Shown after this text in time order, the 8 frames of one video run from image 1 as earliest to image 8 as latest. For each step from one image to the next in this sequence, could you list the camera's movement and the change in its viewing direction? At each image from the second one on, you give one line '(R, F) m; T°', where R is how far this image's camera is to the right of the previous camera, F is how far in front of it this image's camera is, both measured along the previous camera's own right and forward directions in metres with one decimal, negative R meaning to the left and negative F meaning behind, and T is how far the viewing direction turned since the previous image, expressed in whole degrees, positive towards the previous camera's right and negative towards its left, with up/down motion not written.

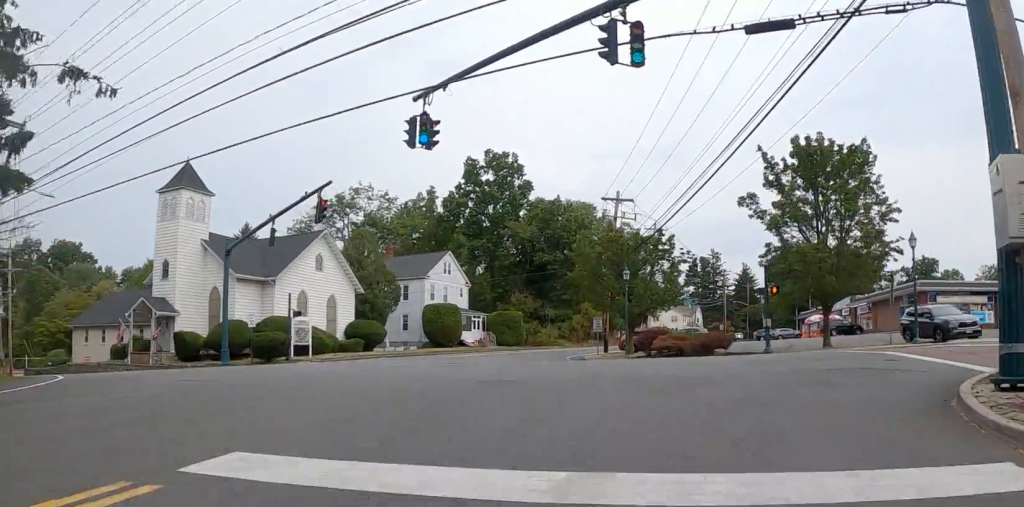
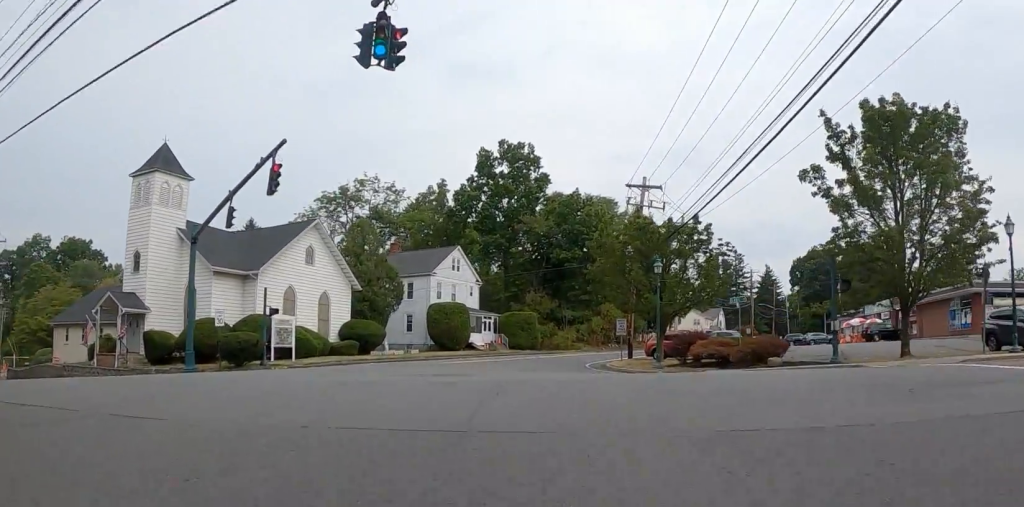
(-0.7, +5.0) m; +1°
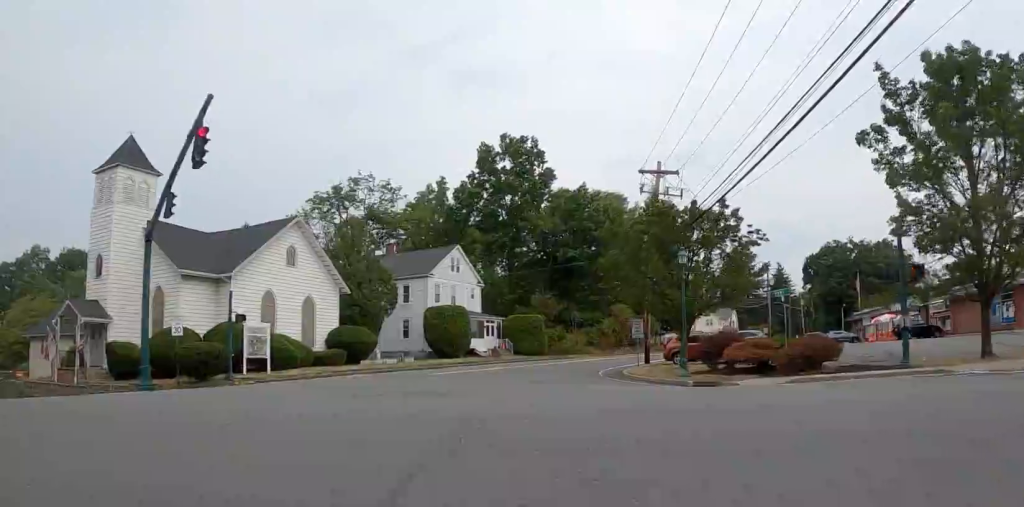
(+0.2, +4.1) m; 0°
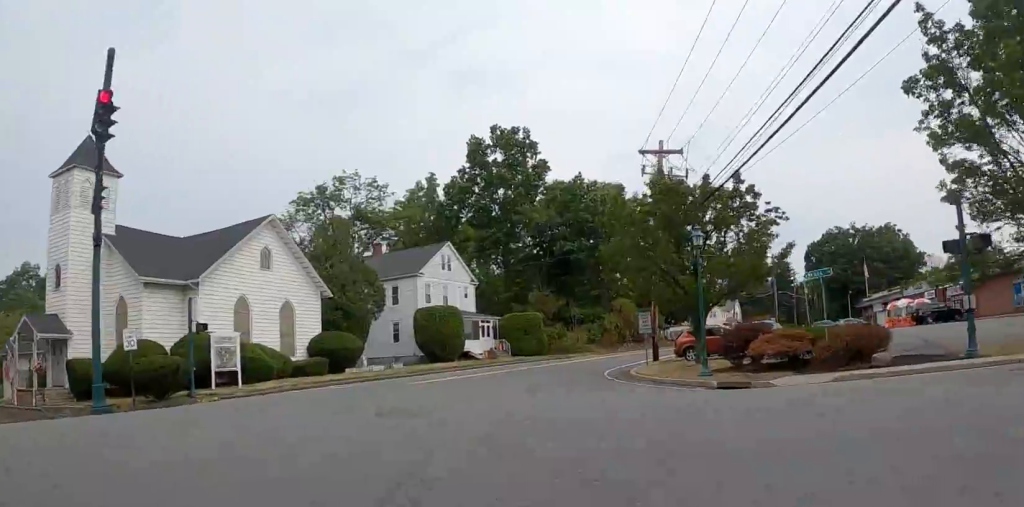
(+0.5, +3.1) m; 0°
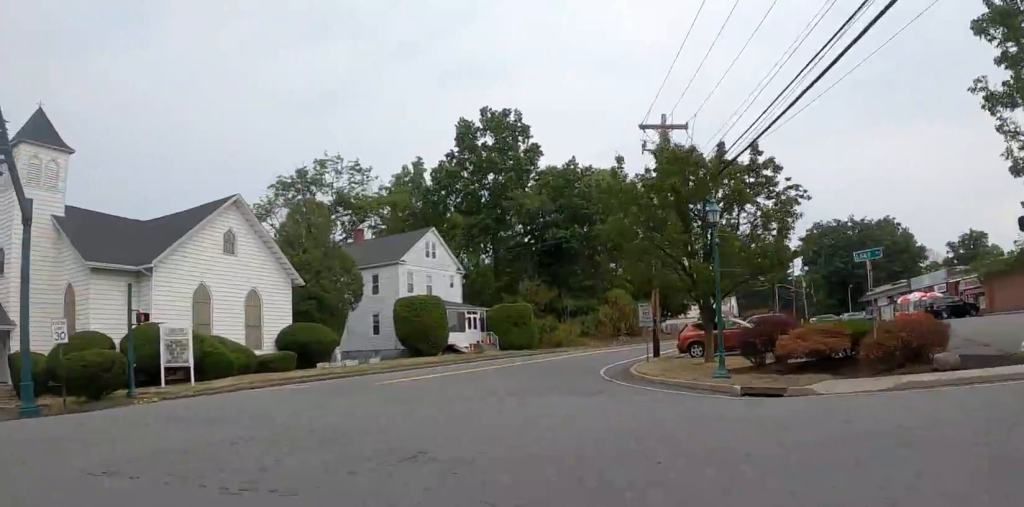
(0.0, +3.2) m; 0°
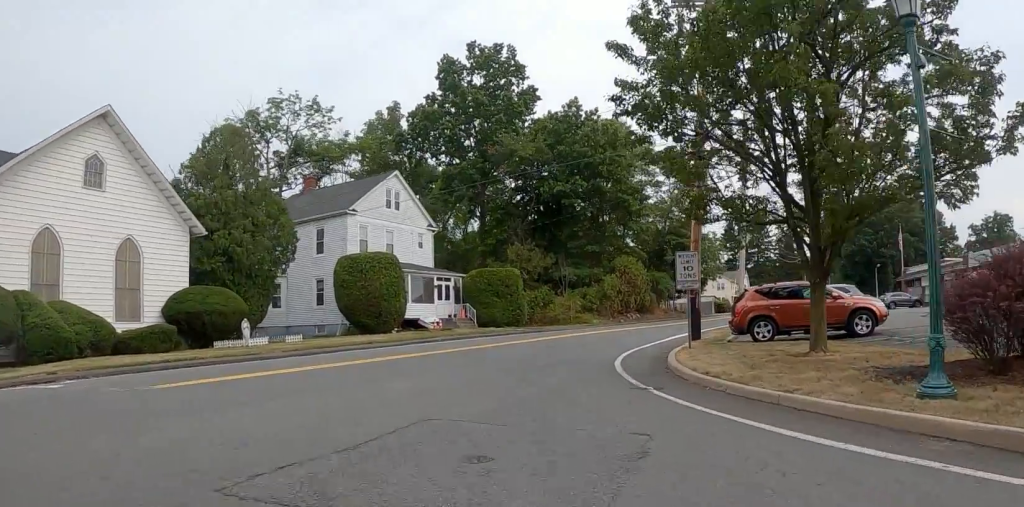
(-0.3, +9.8) m; +5°
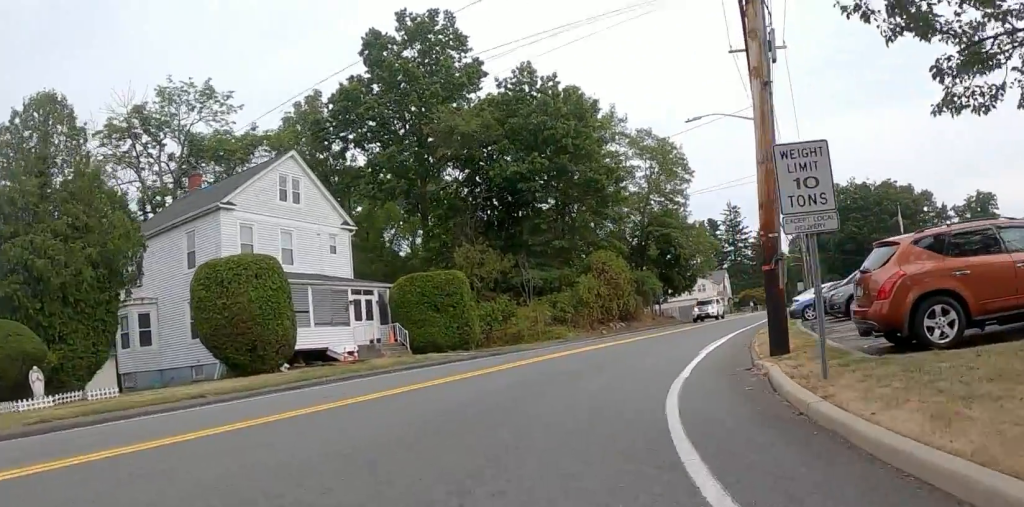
(+0.7, +9.5) m; +8°
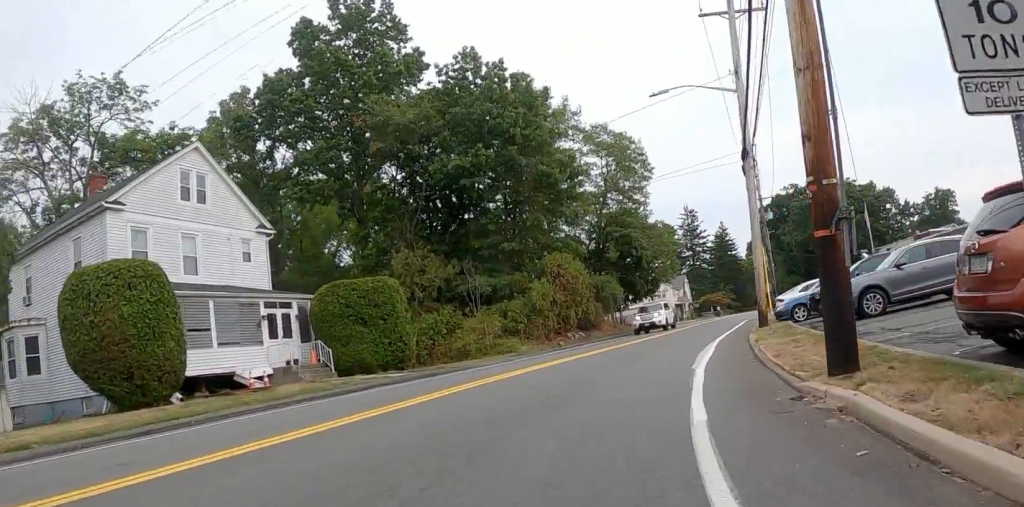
(+0.2, +3.8) m; +2°
